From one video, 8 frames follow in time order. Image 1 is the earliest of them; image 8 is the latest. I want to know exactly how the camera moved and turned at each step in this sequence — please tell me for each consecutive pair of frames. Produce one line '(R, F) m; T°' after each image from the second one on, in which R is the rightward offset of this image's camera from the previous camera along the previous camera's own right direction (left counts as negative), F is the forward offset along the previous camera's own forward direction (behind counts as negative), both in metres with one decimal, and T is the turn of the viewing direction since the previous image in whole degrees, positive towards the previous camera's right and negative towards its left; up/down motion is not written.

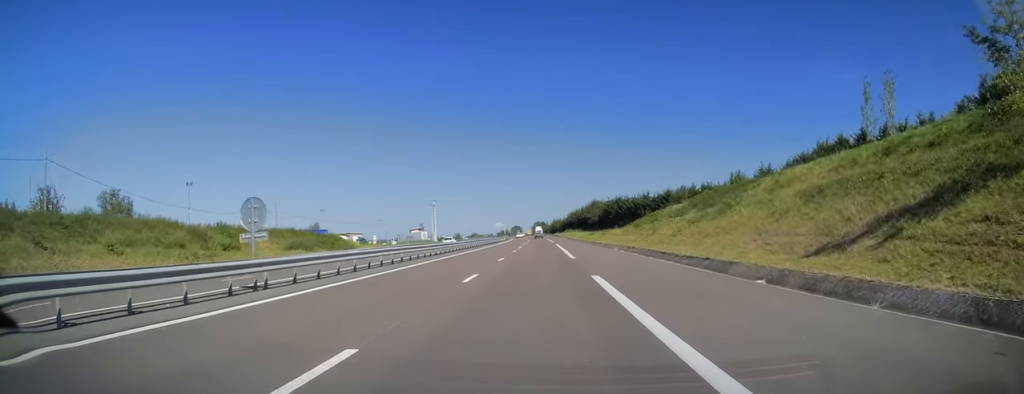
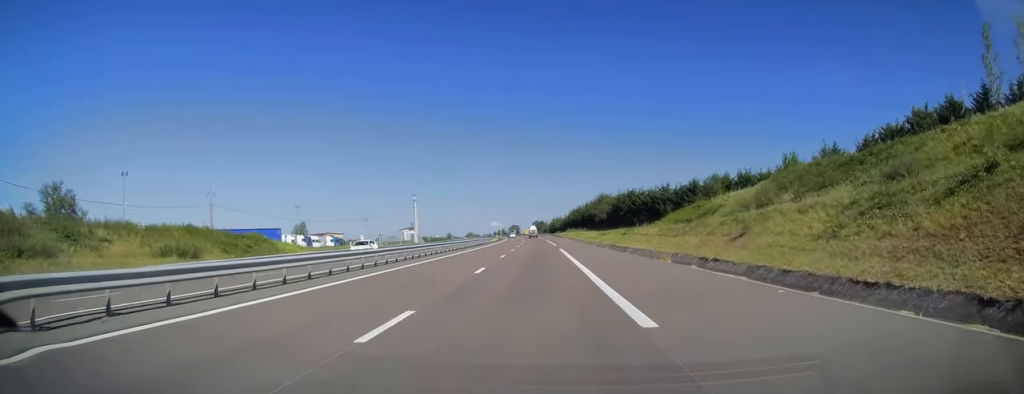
(0.0, +22.5) m; 0°
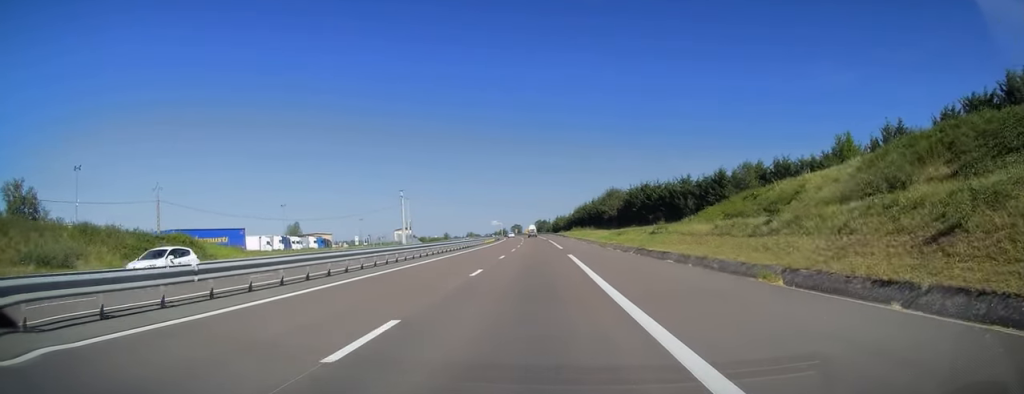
(0.0, +14.2) m; 0°
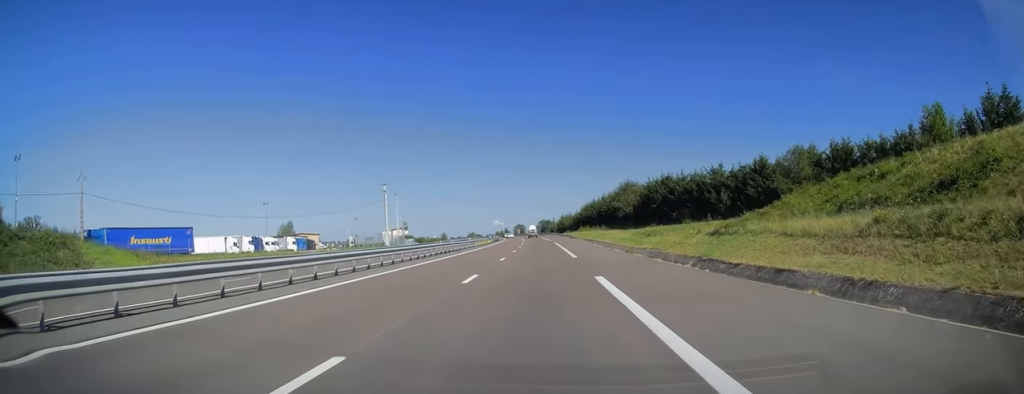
(0.0, +15.6) m; 0°
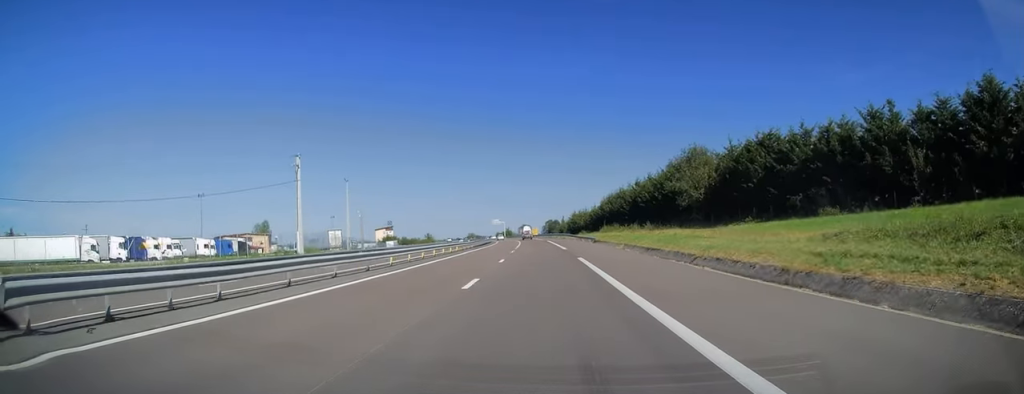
(-0.1, +40.6) m; 0°
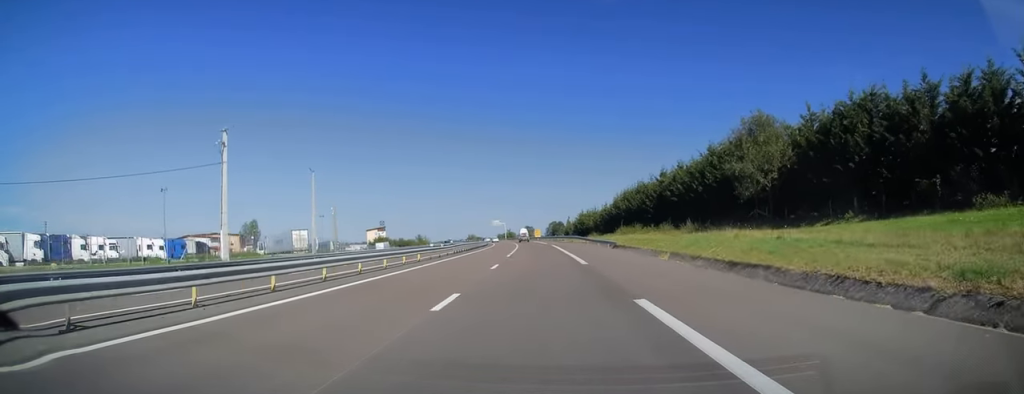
(+0.1, +17.1) m; -1°
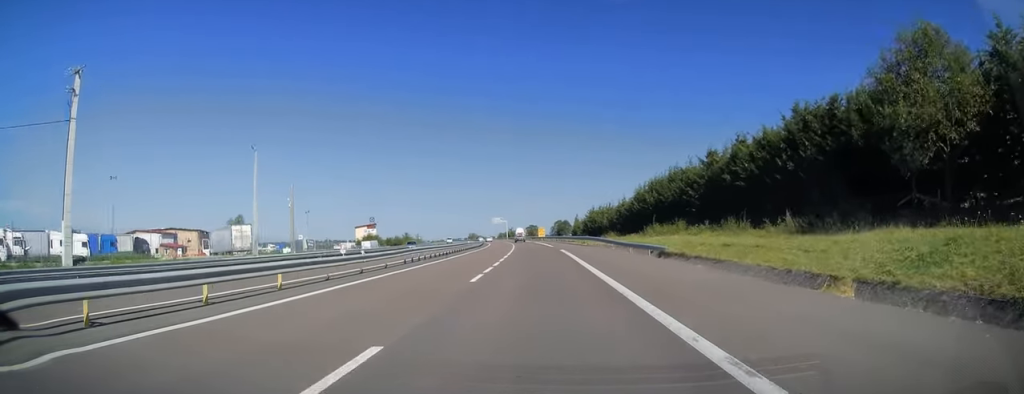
(-0.3, +19.5) m; -1°
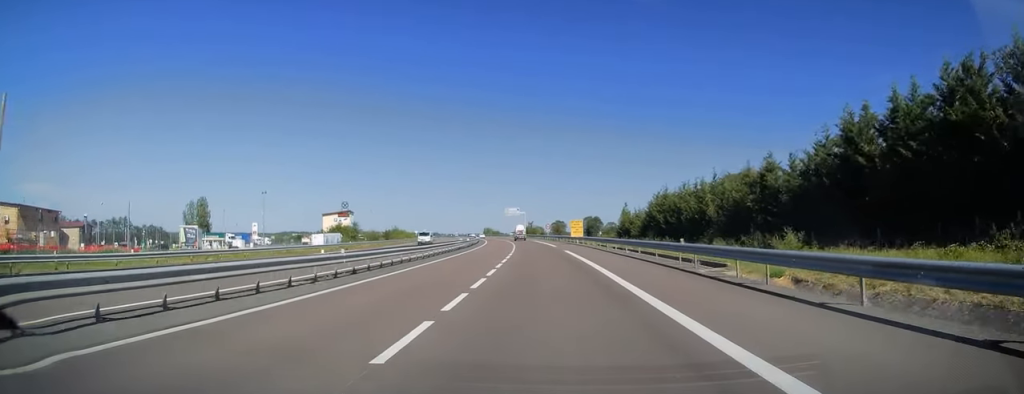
(-1.1, +54.2) m; -1°
